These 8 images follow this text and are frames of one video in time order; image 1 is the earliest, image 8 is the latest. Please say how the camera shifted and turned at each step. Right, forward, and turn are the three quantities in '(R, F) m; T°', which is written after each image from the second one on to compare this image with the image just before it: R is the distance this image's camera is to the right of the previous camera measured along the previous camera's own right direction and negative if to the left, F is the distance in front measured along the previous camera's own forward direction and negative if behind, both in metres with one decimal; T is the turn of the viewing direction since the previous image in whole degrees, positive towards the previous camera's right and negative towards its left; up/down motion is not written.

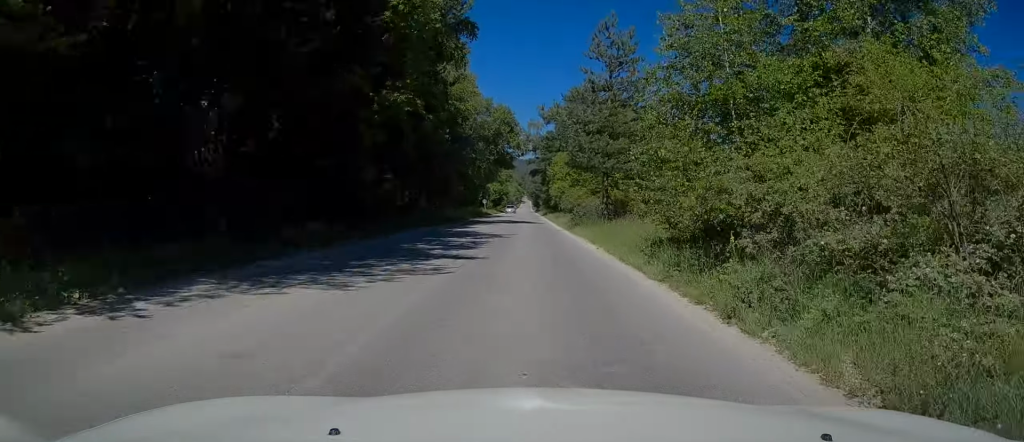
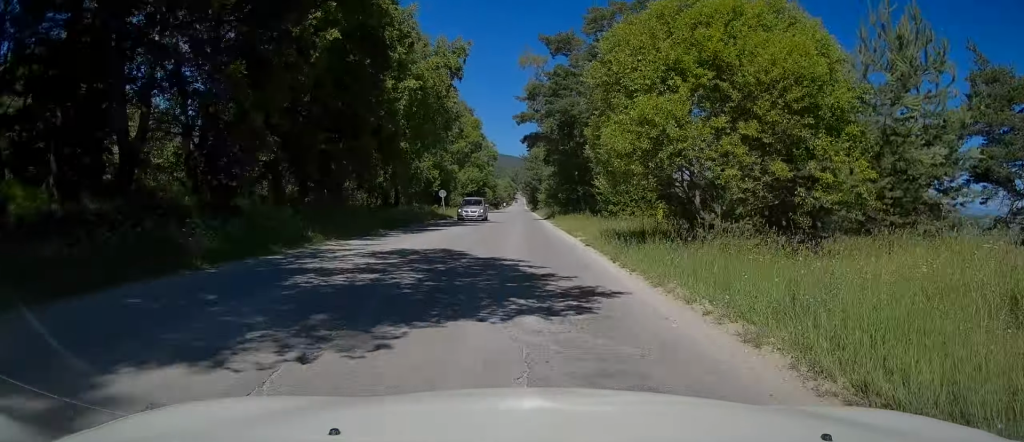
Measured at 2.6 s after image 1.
(-1.1, +41.1) m; -1°
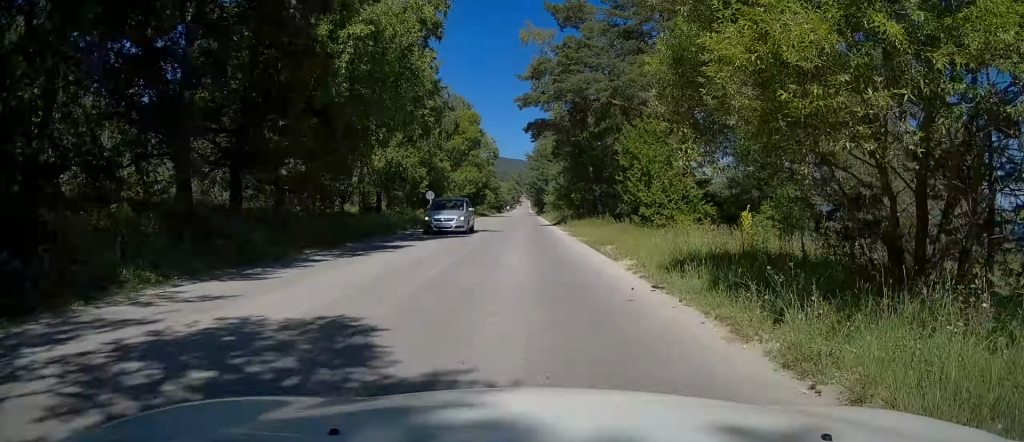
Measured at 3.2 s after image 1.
(+0.1, +9.1) m; +1°
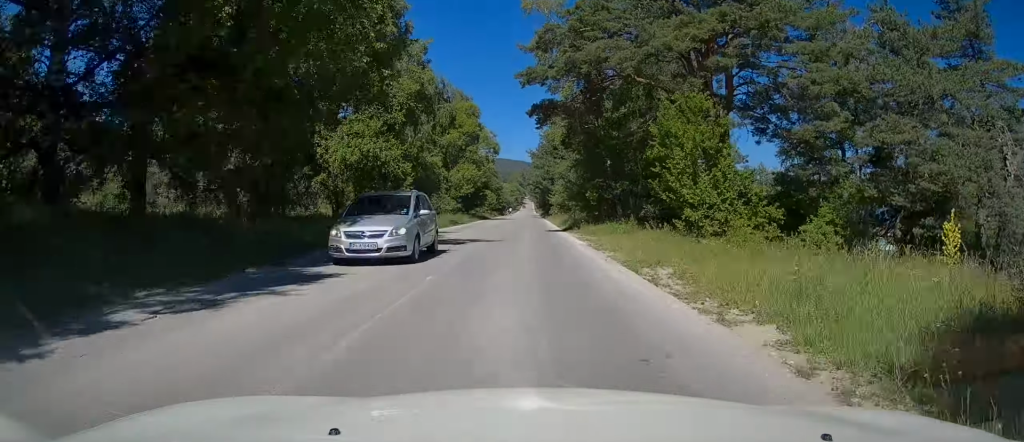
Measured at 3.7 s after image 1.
(0.0, +7.7) m; 0°
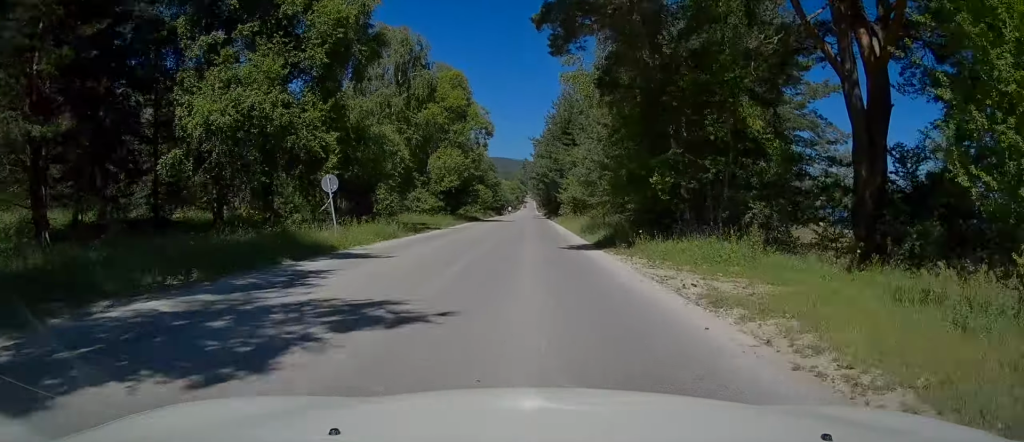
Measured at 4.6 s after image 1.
(0.0, +16.1) m; -1°
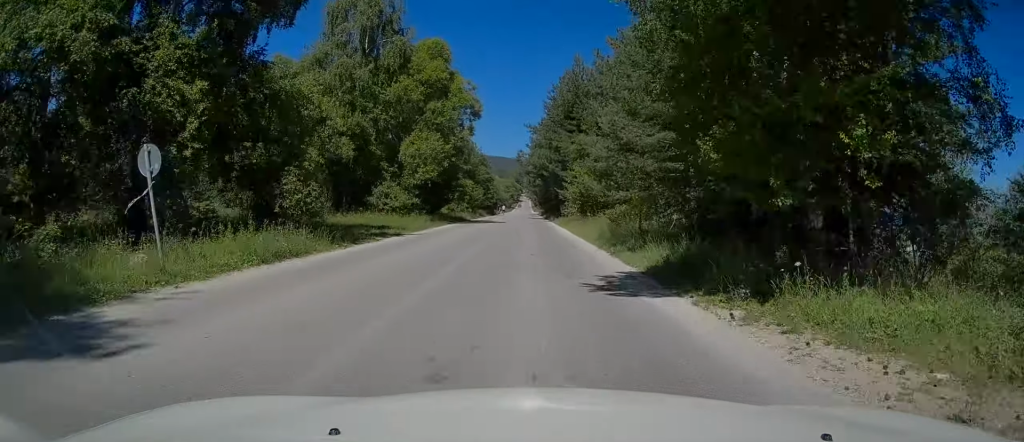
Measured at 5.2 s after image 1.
(0.0, +10.1) m; -1°
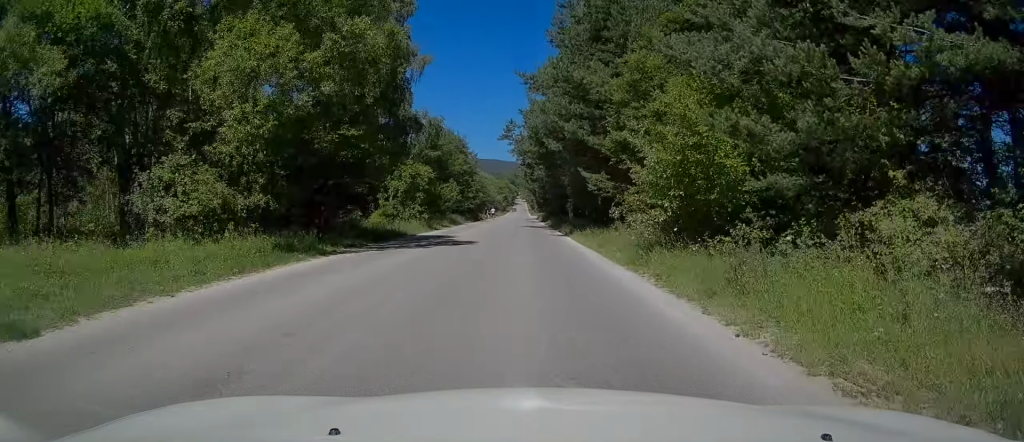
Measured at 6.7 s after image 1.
(-0.3, +24.9) m; +1°
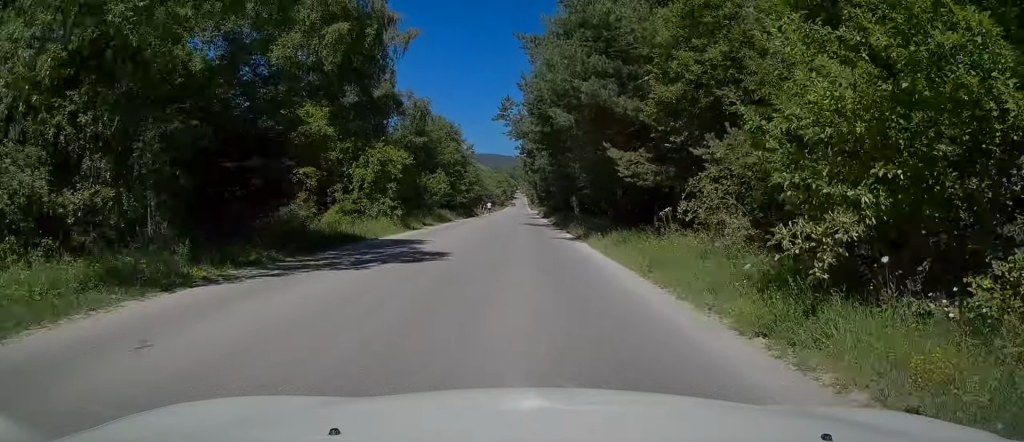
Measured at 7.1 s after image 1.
(0.0, +7.4) m; +1°
